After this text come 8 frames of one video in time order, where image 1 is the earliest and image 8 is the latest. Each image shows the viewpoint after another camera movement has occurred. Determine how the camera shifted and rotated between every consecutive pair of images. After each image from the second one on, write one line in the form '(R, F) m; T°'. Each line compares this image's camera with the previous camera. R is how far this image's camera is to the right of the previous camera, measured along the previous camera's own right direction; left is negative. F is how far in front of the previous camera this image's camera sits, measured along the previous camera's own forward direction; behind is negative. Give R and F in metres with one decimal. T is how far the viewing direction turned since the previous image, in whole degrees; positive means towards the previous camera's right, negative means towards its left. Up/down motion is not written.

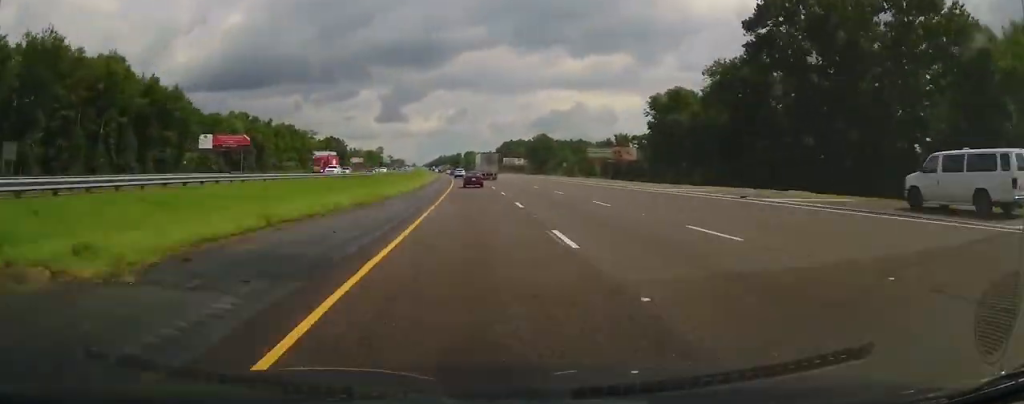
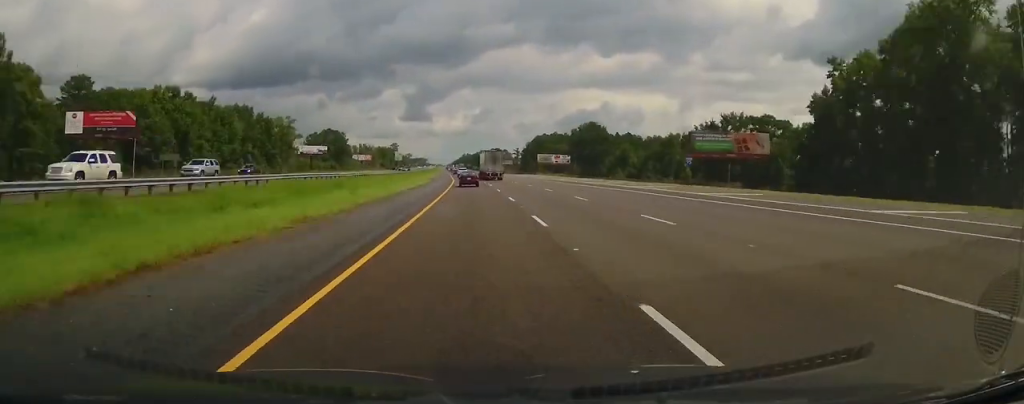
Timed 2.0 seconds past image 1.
(-1.3, +70.2) m; -2°
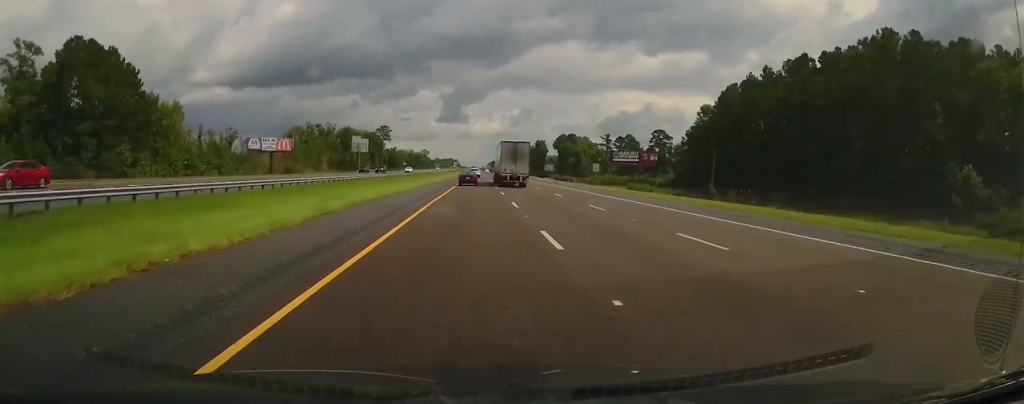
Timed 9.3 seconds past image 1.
(-8.5, +259.7) m; -2°
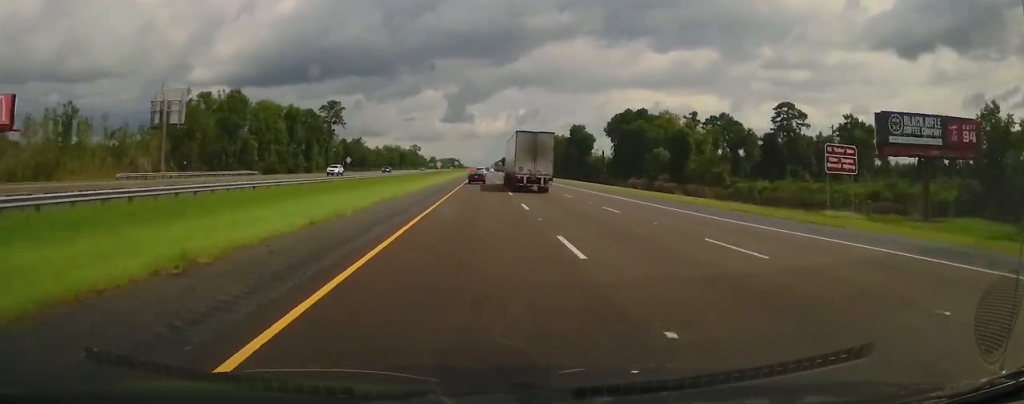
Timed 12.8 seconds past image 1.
(+0.6, +123.6) m; 0°
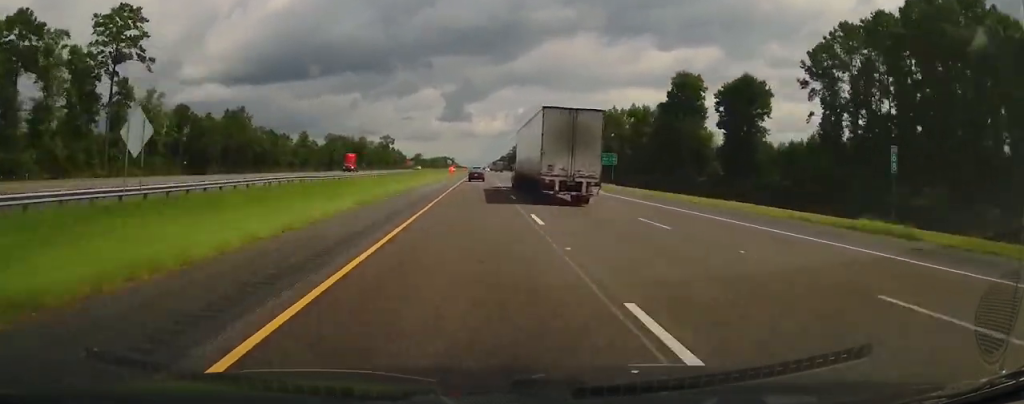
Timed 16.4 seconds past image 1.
(-0.9, +128.4) m; 0°
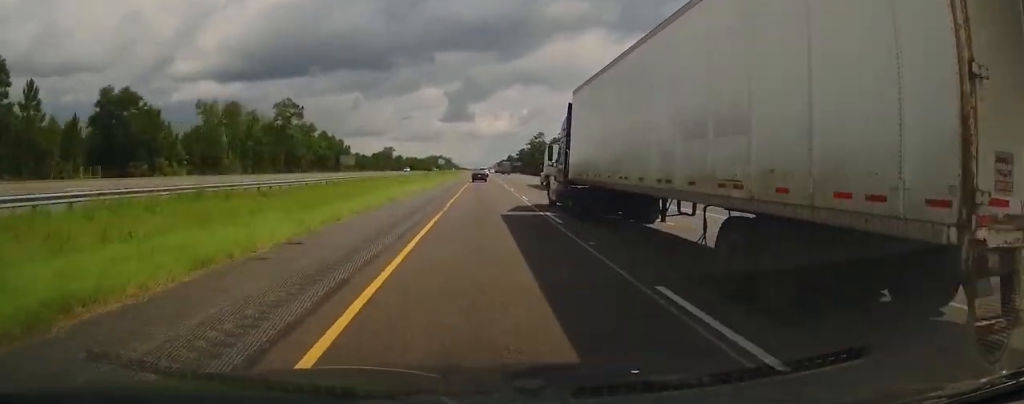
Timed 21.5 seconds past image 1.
(+0.5, +181.4) m; 0°
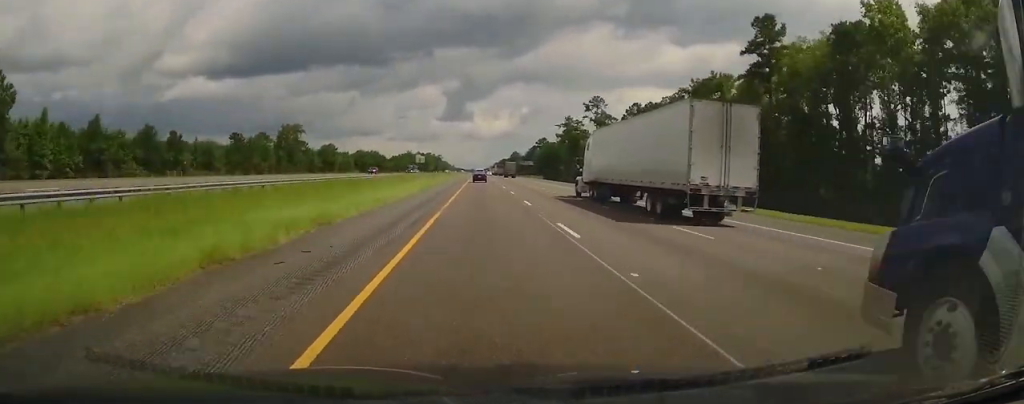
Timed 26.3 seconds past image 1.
(+0.1, +172.0) m; 0°
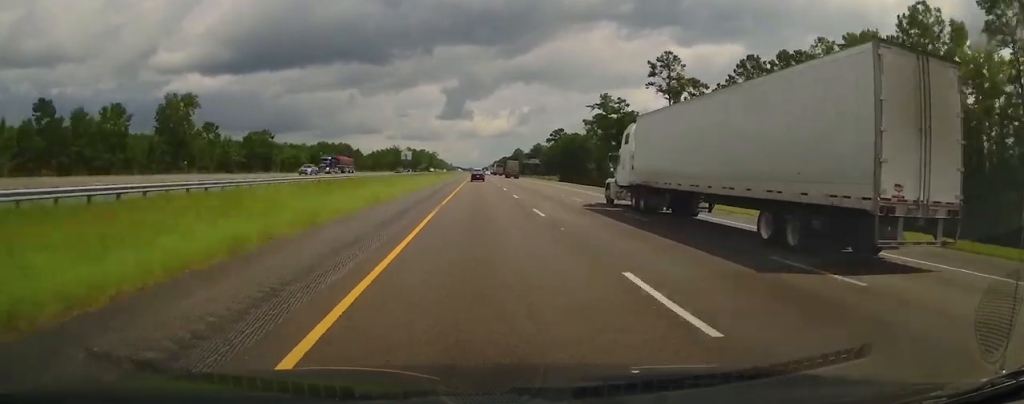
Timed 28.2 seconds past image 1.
(-0.3, +66.7) m; 0°
